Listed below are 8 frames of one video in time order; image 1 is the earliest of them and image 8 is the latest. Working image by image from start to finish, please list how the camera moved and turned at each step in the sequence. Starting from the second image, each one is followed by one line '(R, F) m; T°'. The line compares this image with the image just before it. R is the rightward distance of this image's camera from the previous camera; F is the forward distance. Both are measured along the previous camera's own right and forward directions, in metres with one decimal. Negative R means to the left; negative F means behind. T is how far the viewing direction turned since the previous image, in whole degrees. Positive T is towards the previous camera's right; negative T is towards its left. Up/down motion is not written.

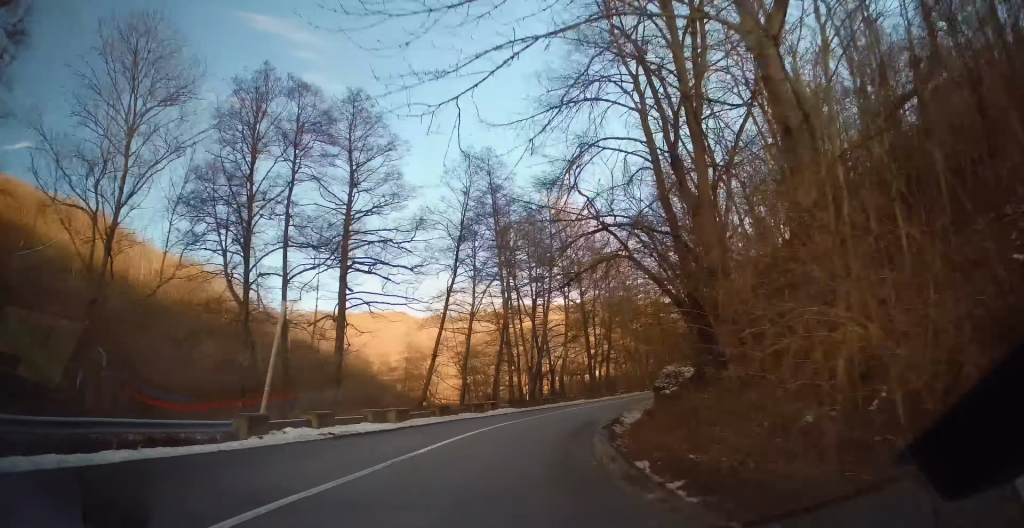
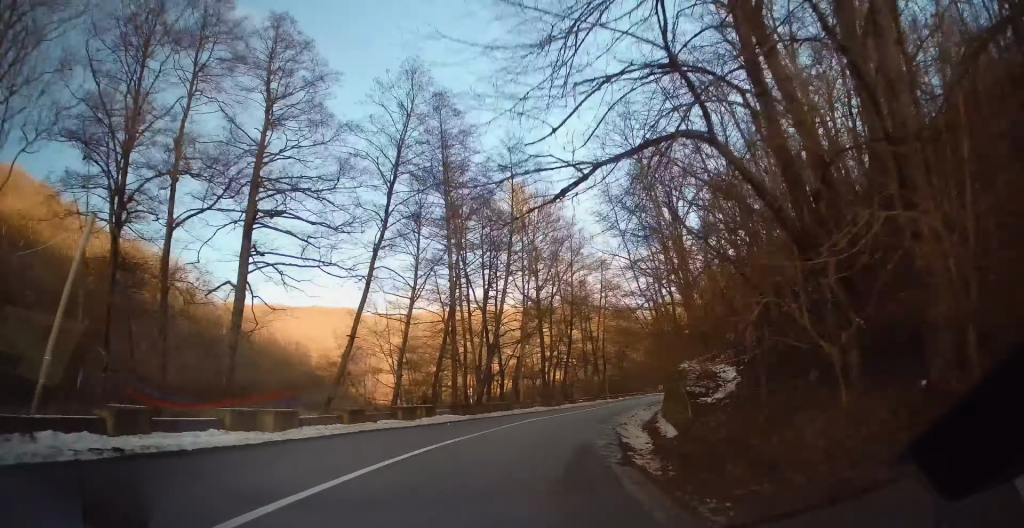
(+0.3, +8.6) m; +5°
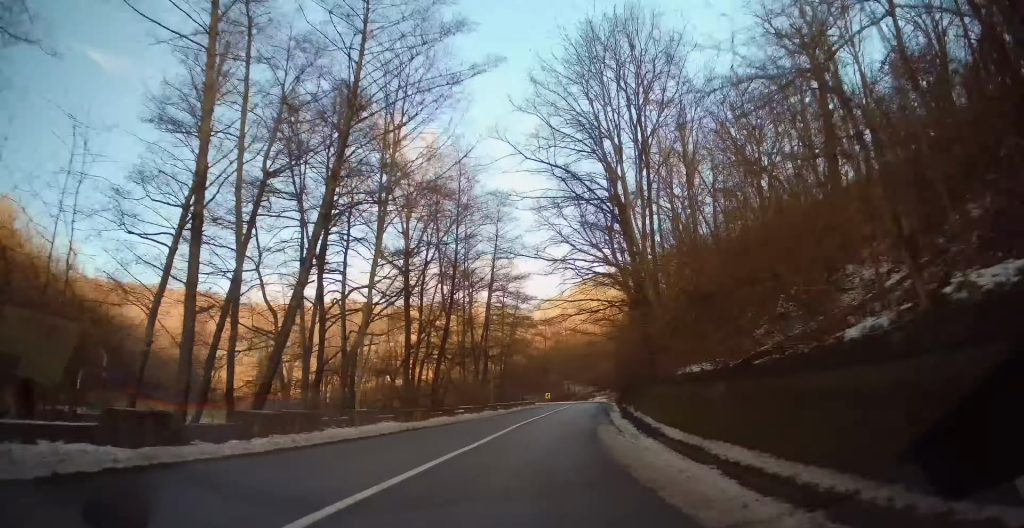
(+1.9, +19.3) m; +13°
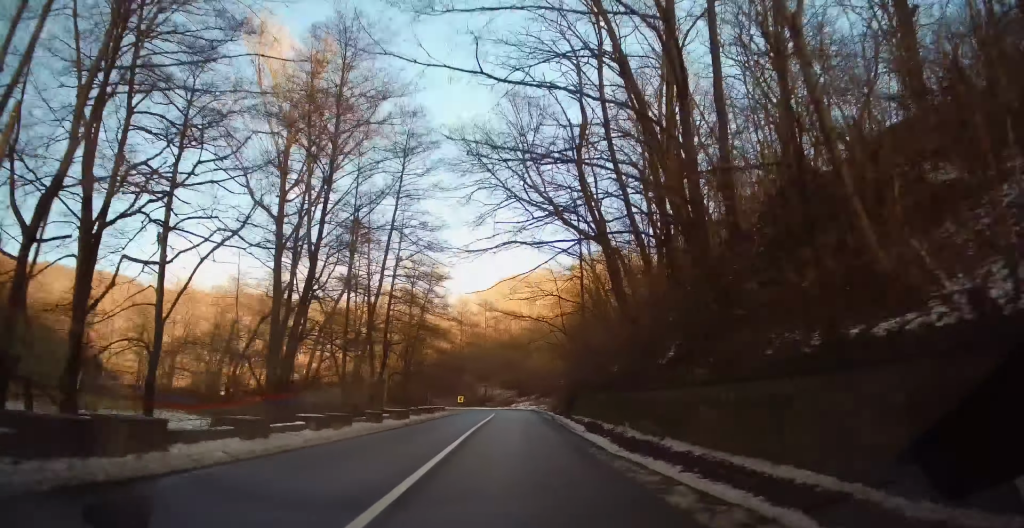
(+1.7, +15.2) m; +7°
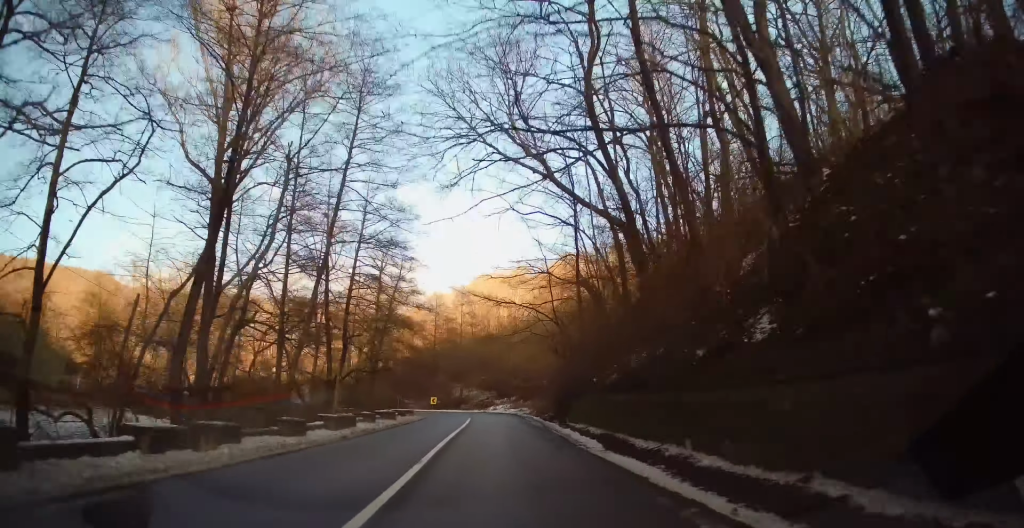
(+0.1, +7.0) m; +1°
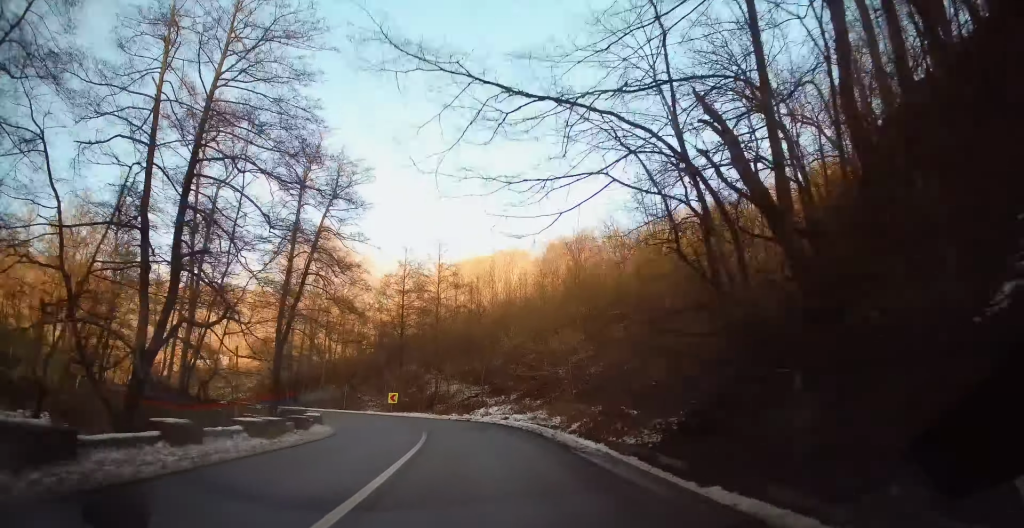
(+0.2, +24.0) m; -2°
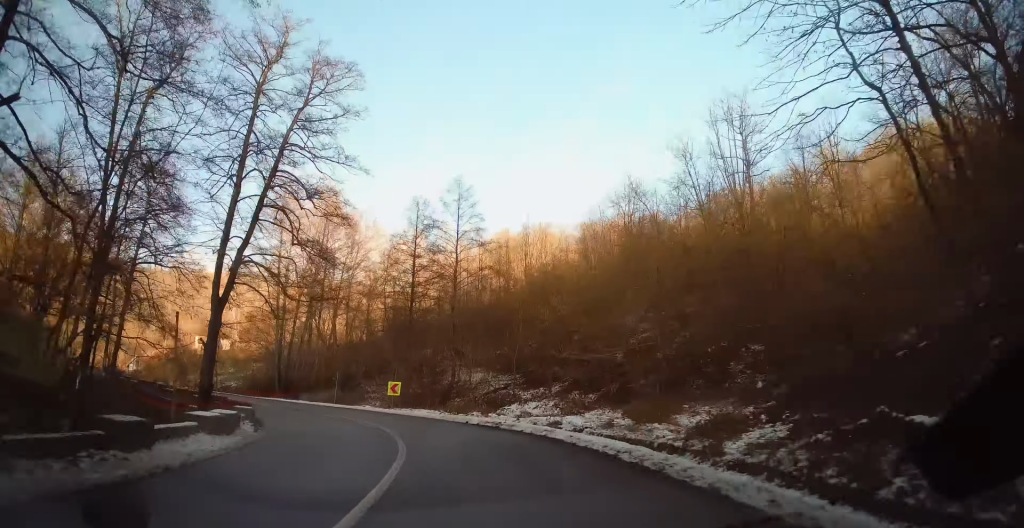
(-0.6, +12.1) m; -4°
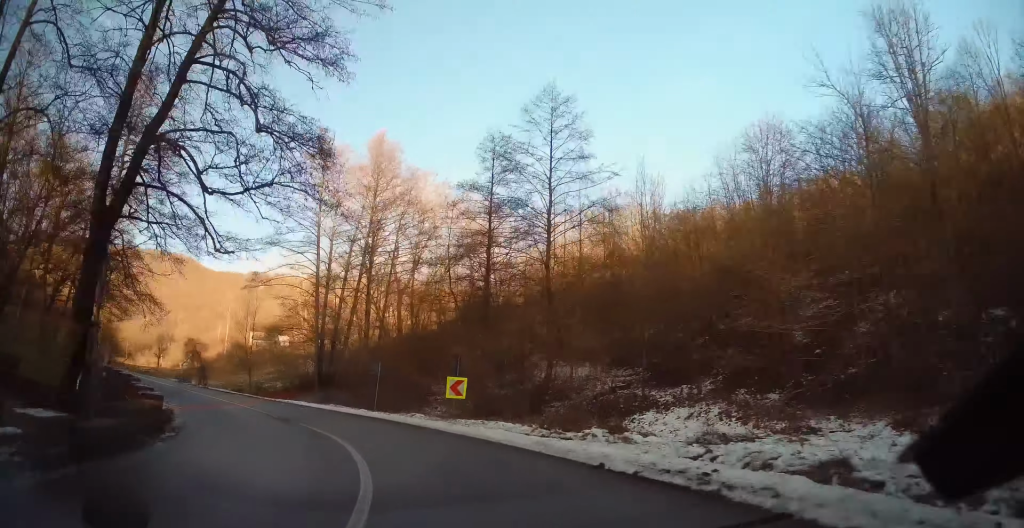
(-0.6, +13.1) m; -10°
